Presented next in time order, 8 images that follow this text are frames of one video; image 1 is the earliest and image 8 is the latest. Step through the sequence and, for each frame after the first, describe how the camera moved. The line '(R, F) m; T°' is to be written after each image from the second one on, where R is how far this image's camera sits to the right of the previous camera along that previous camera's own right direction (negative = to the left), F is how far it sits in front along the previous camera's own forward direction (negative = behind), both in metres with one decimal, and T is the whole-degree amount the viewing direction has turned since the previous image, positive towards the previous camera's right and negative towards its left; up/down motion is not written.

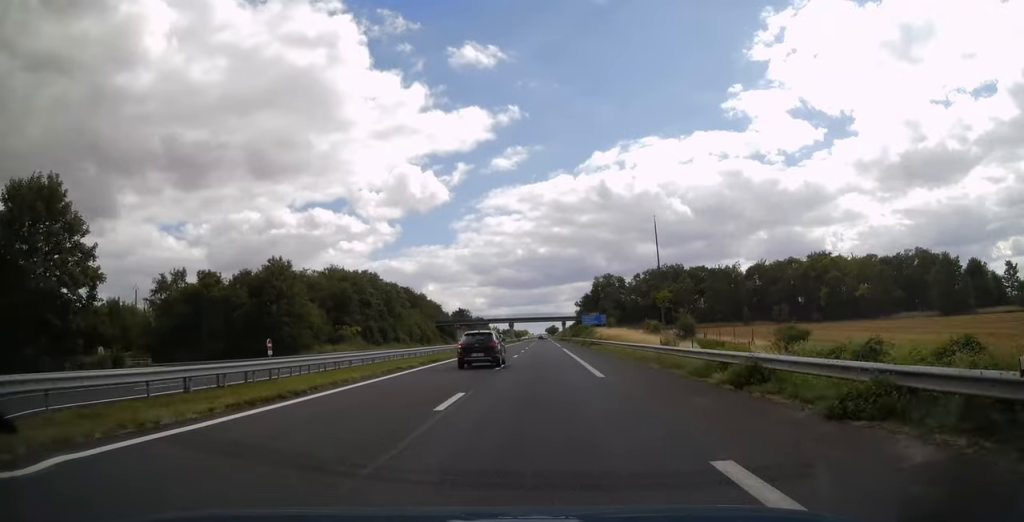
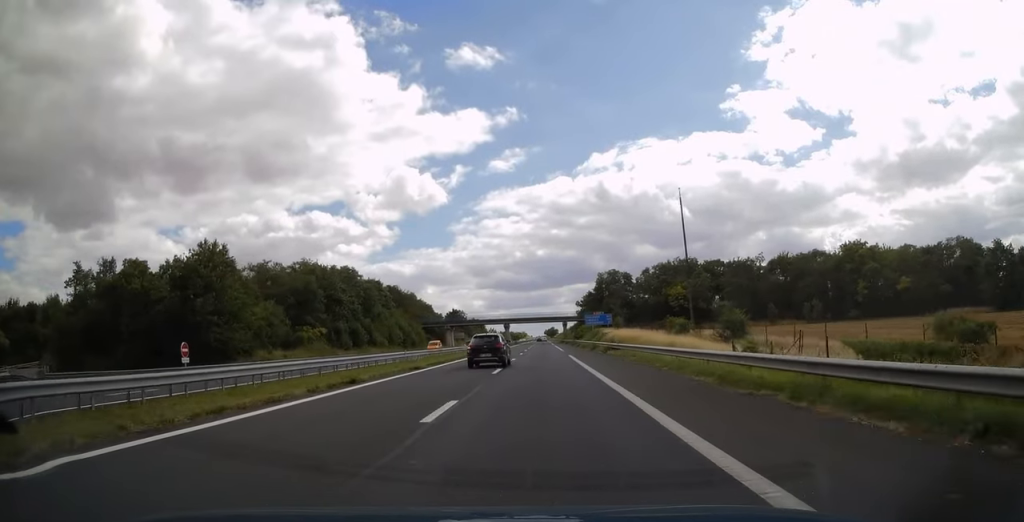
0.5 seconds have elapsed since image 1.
(0.0, +14.8) m; 0°
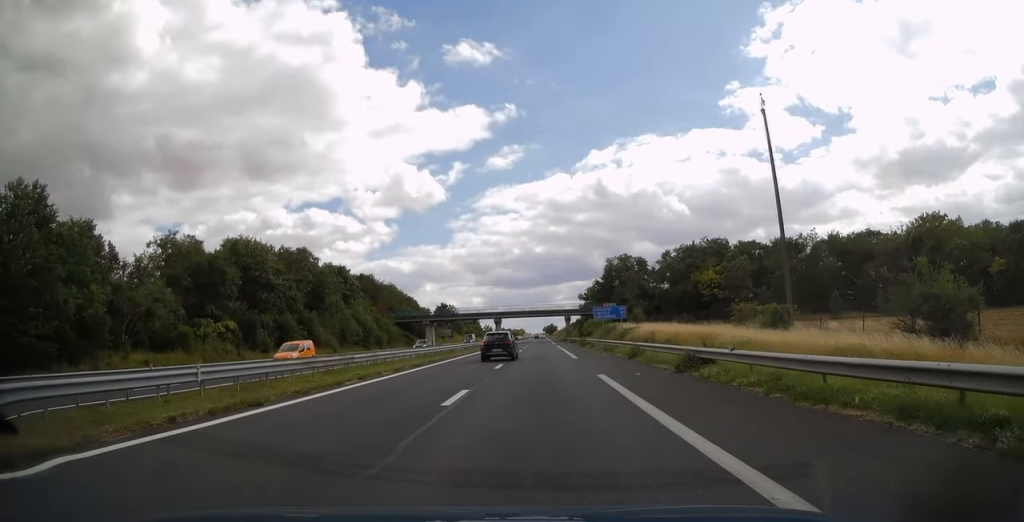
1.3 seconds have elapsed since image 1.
(0.0, +24.2) m; 0°
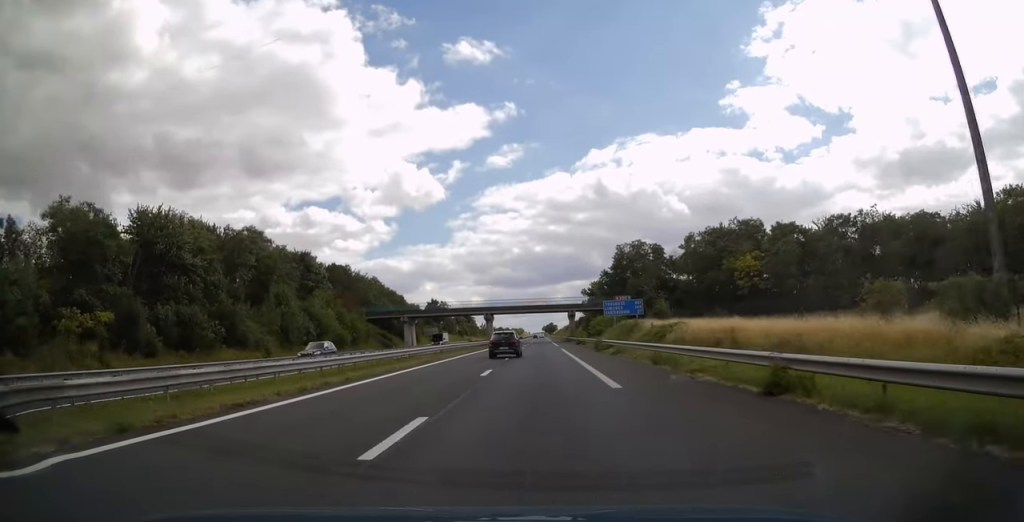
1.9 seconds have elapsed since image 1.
(+0.1, +18.3) m; 0°
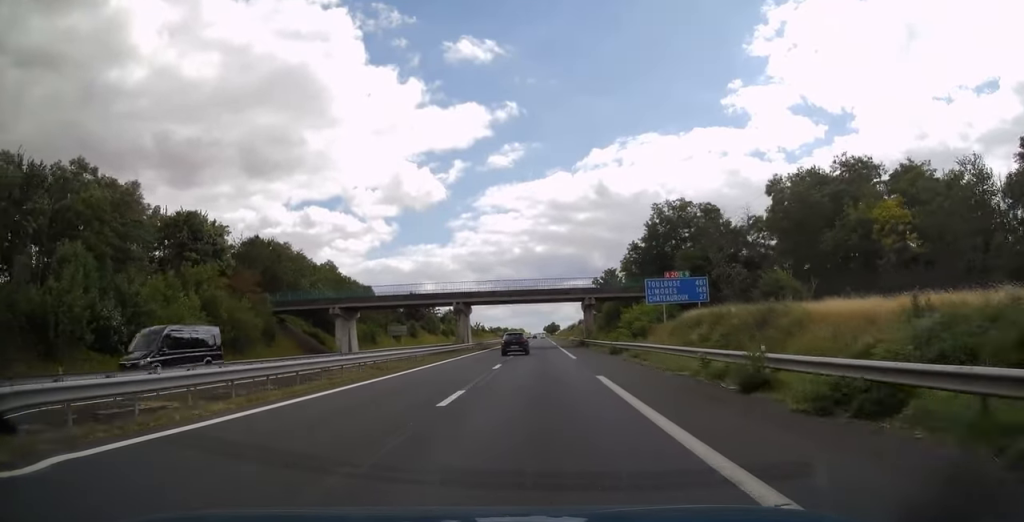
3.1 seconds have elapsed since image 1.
(0.0, +34.4) m; 0°
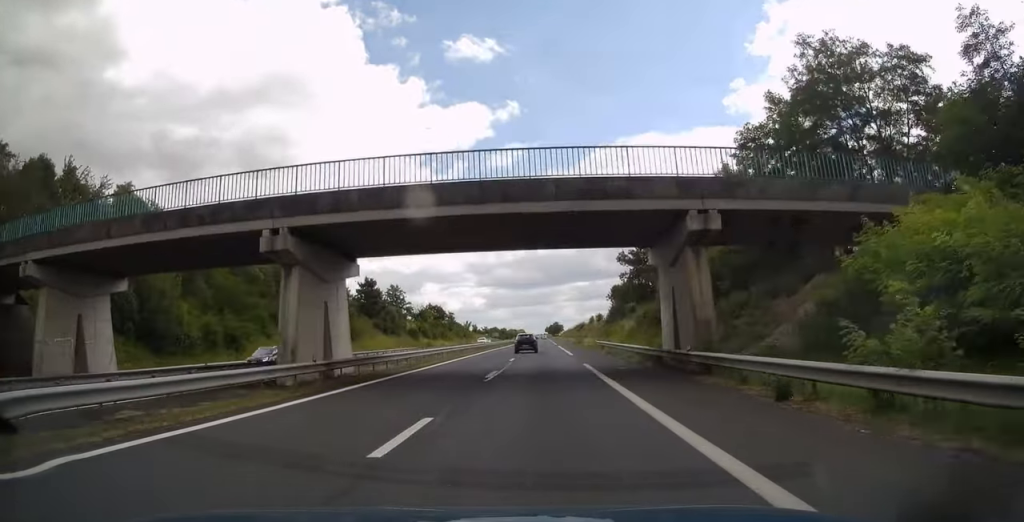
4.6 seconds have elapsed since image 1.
(-0.1, +44.2) m; 0°
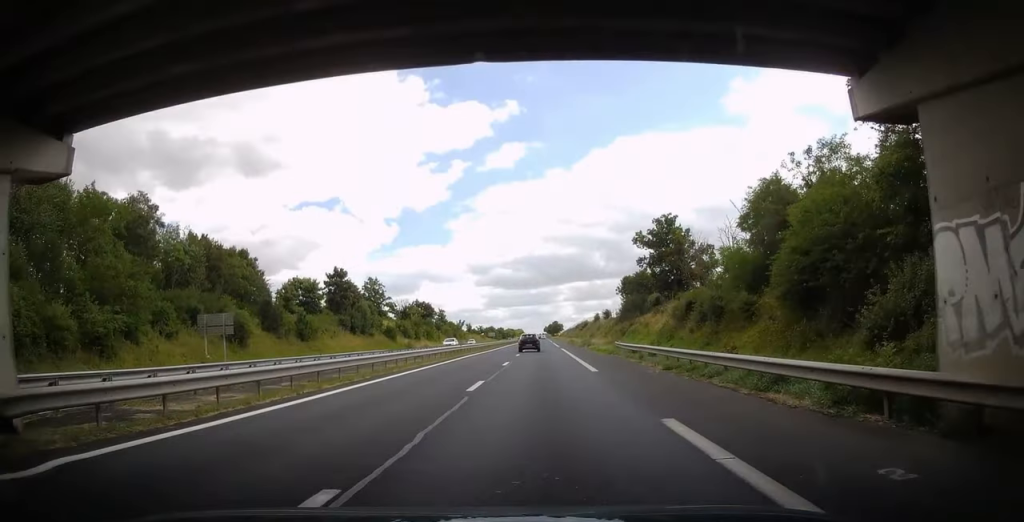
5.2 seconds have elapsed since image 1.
(0.0, +18.2) m; 0°
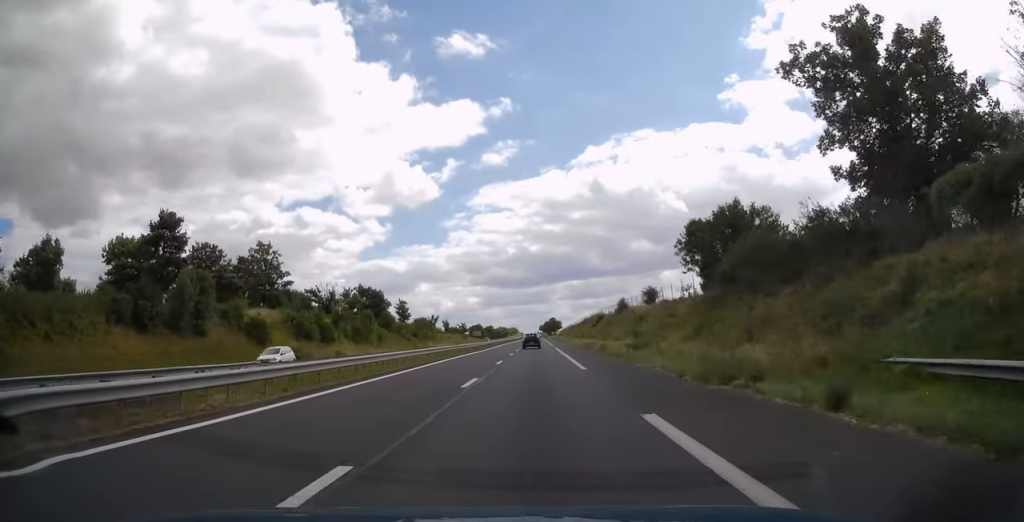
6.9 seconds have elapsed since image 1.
(0.0, +51.2) m; 0°
